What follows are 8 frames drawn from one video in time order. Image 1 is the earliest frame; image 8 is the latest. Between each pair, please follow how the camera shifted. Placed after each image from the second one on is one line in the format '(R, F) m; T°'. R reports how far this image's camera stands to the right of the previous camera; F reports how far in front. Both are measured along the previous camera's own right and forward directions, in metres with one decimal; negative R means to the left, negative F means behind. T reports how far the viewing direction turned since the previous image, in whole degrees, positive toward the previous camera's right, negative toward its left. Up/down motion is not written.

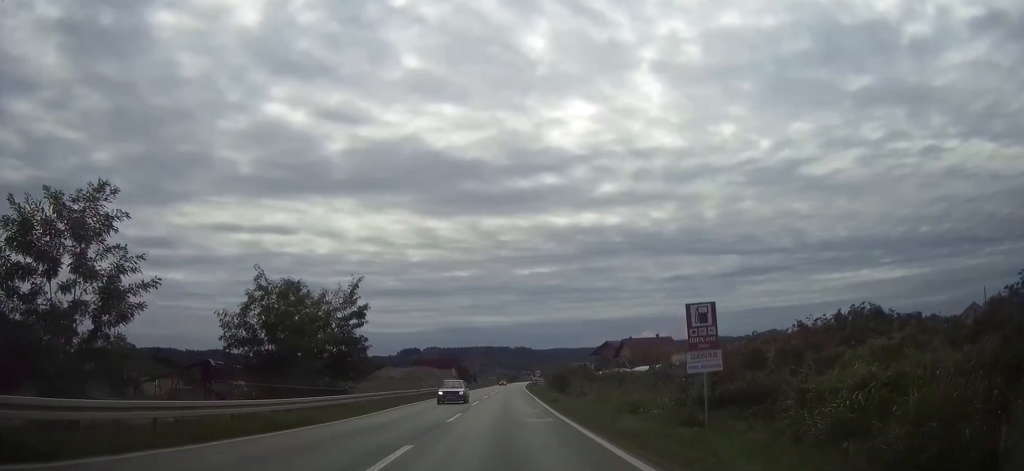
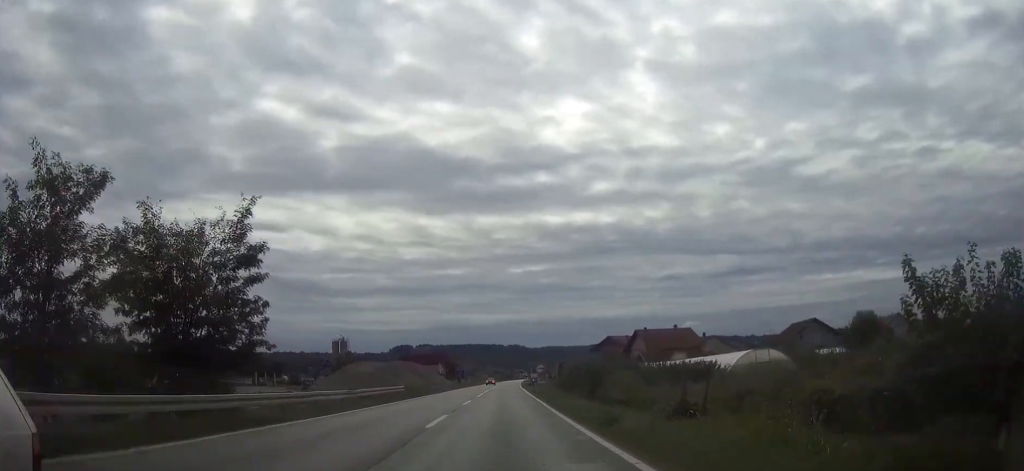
(0.0, +20.0) m; 0°
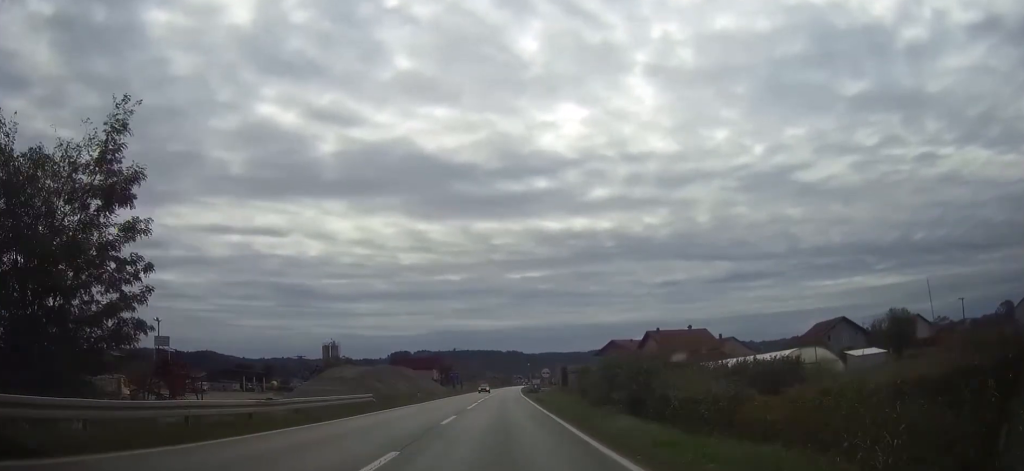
(0.0, +10.5) m; 0°
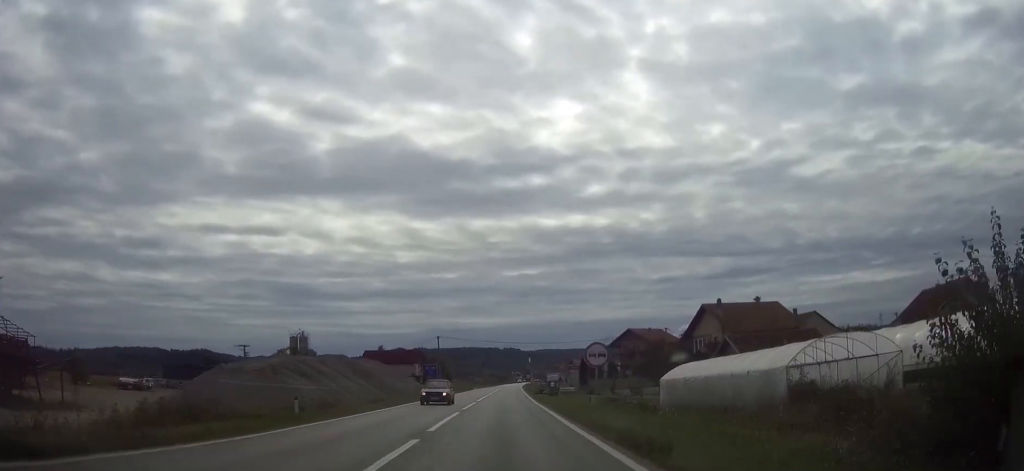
(+0.2, +30.5) m; 0°
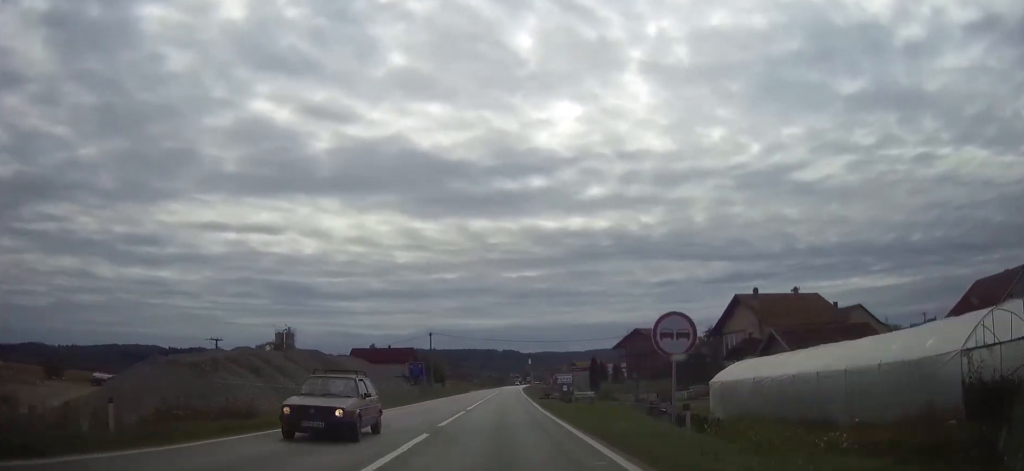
(0.0, +11.1) m; 0°
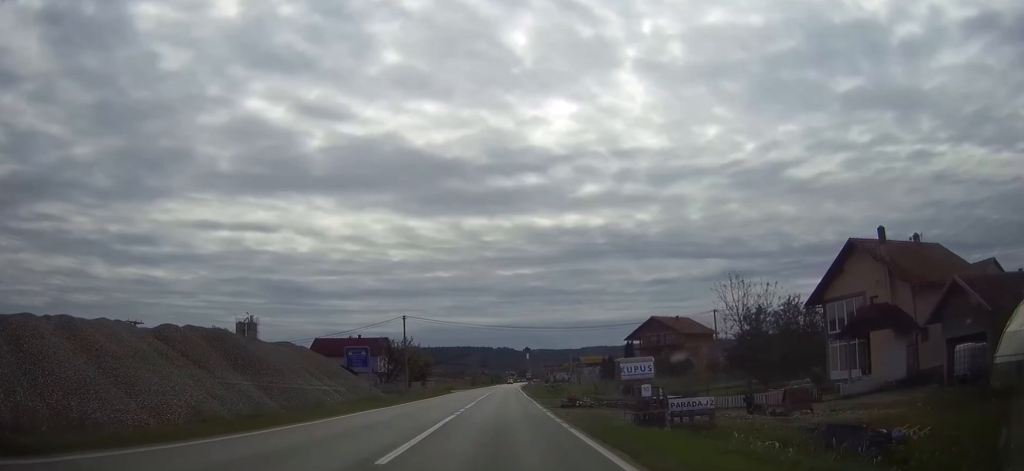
(+0.1, +23.5) m; 0°
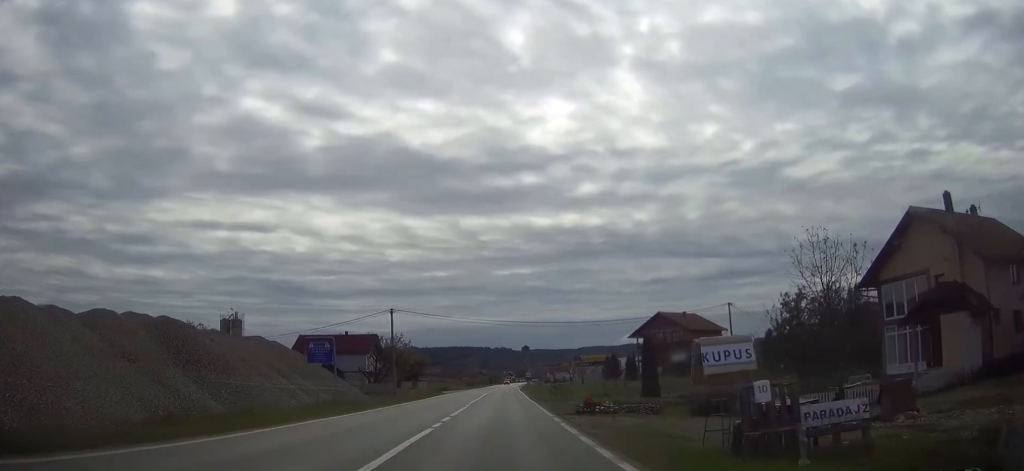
(0.0, +7.7) m; 0°
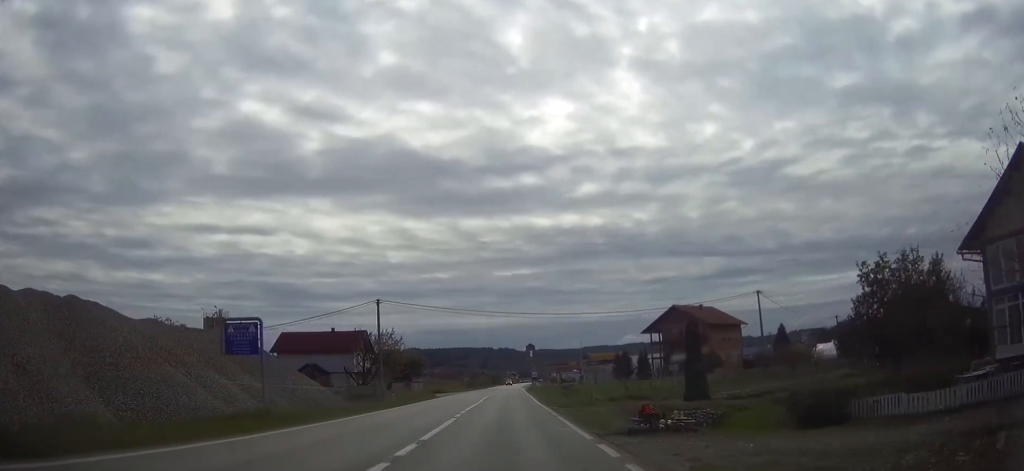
(0.0, +9.9) m; 0°
